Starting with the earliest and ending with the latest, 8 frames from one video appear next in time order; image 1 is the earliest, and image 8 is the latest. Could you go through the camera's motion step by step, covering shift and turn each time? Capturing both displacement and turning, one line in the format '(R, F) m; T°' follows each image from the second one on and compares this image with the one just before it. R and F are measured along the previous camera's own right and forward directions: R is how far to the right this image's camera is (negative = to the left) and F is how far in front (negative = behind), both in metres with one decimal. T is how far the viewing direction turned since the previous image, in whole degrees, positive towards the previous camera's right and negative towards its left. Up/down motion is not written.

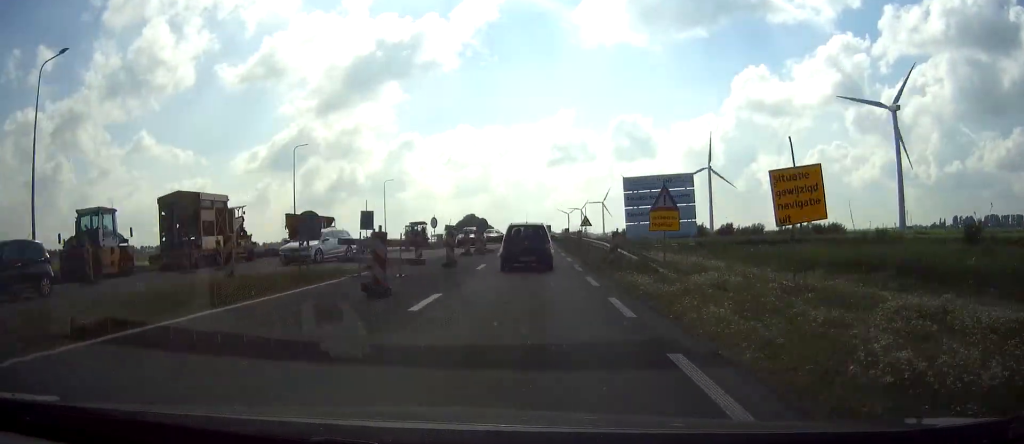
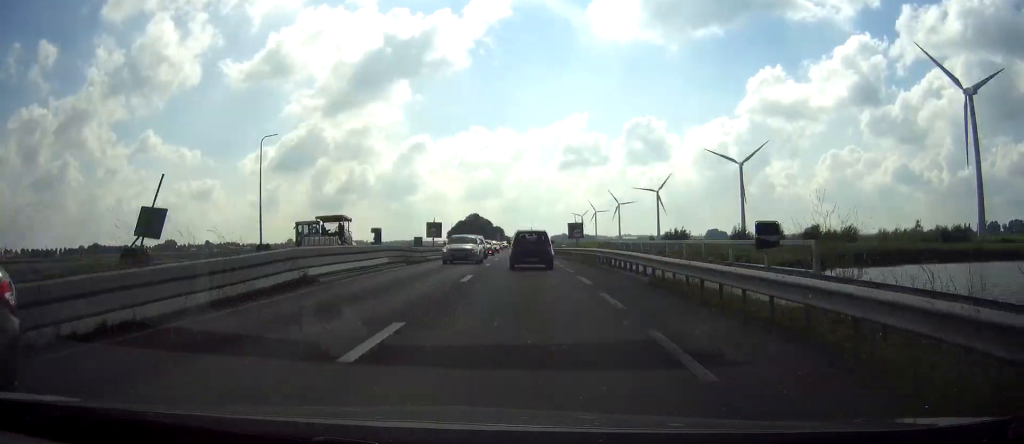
(-0.6, +49.0) m; -1°
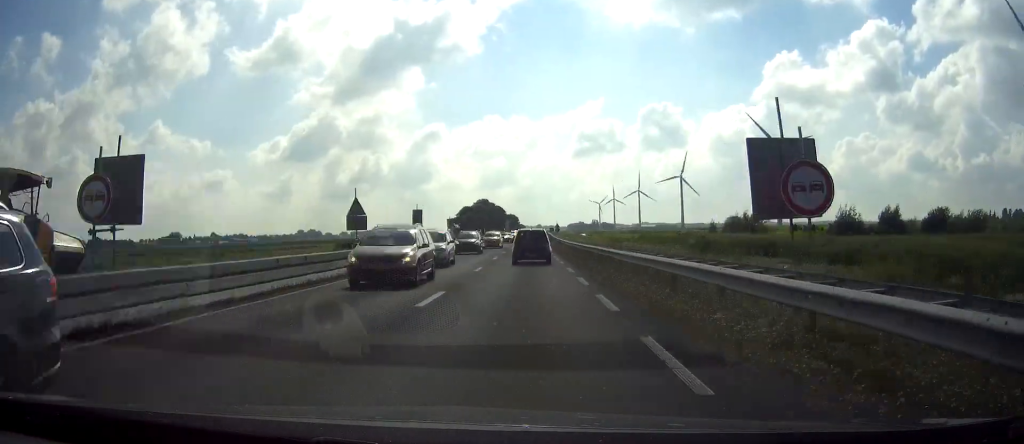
(-0.4, +41.4) m; 0°
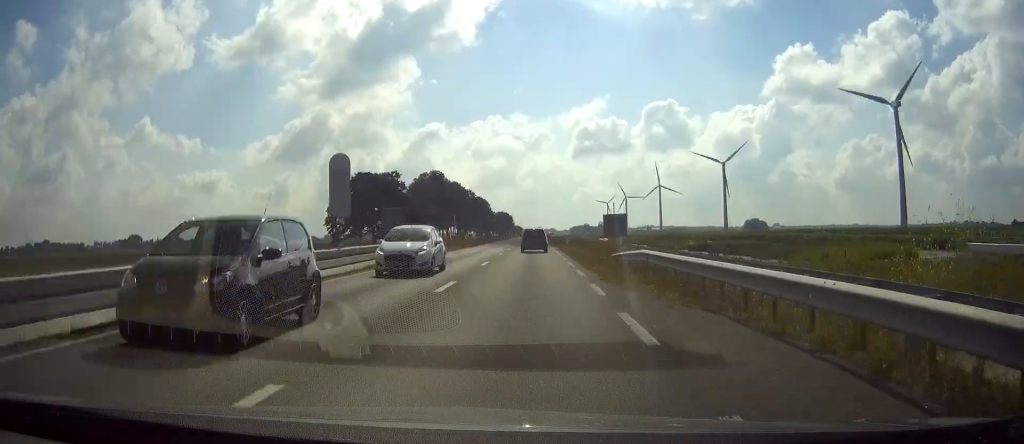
(0.0, +151.7) m; 0°
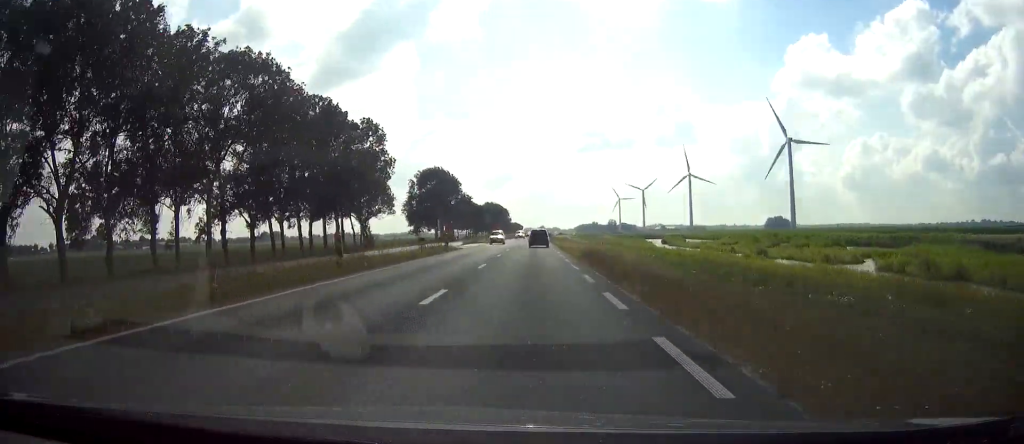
(+0.2, +137.3) m; 0°
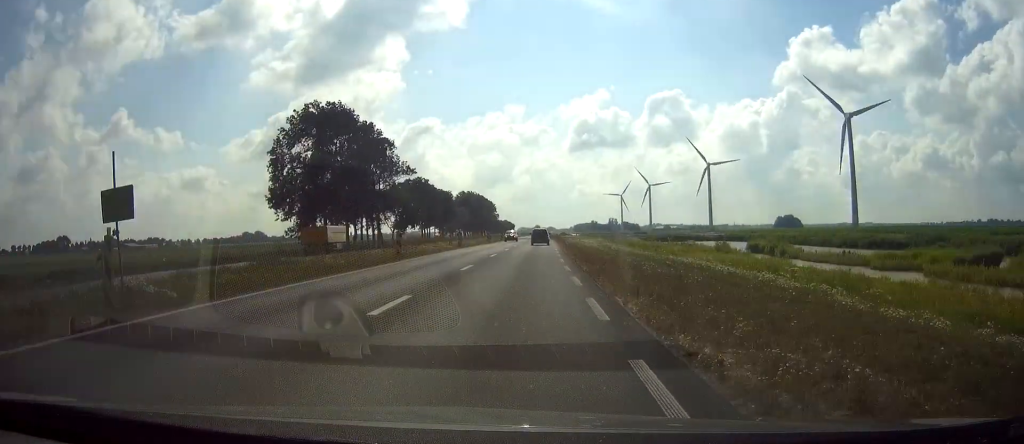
(+0.1, +85.0) m; 0°
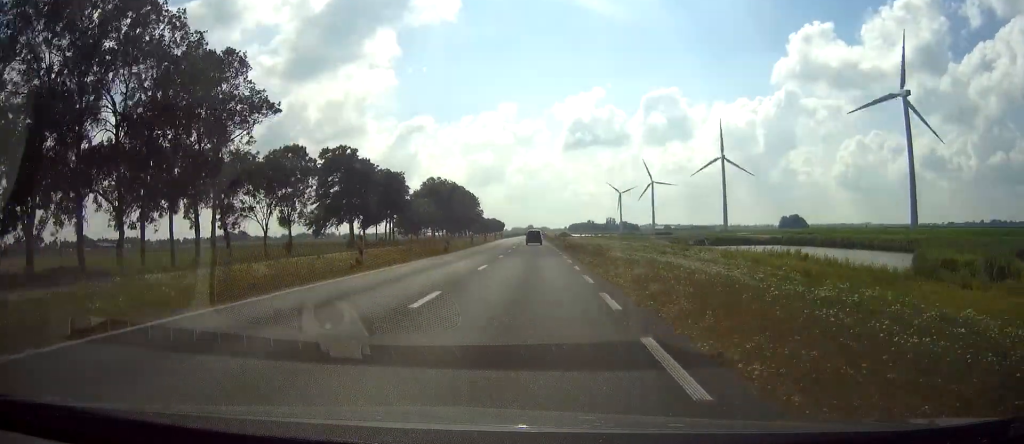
(+0.2, +58.0) m; 0°
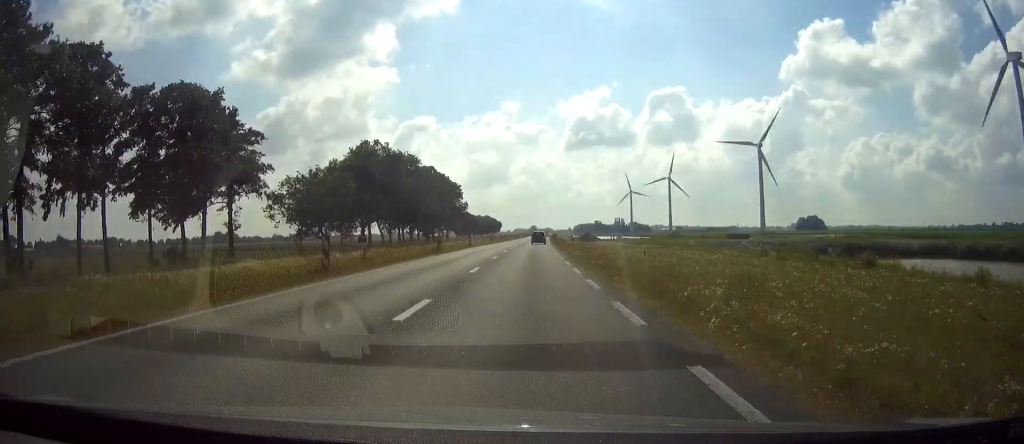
(-0.1, +73.5) m; 0°
